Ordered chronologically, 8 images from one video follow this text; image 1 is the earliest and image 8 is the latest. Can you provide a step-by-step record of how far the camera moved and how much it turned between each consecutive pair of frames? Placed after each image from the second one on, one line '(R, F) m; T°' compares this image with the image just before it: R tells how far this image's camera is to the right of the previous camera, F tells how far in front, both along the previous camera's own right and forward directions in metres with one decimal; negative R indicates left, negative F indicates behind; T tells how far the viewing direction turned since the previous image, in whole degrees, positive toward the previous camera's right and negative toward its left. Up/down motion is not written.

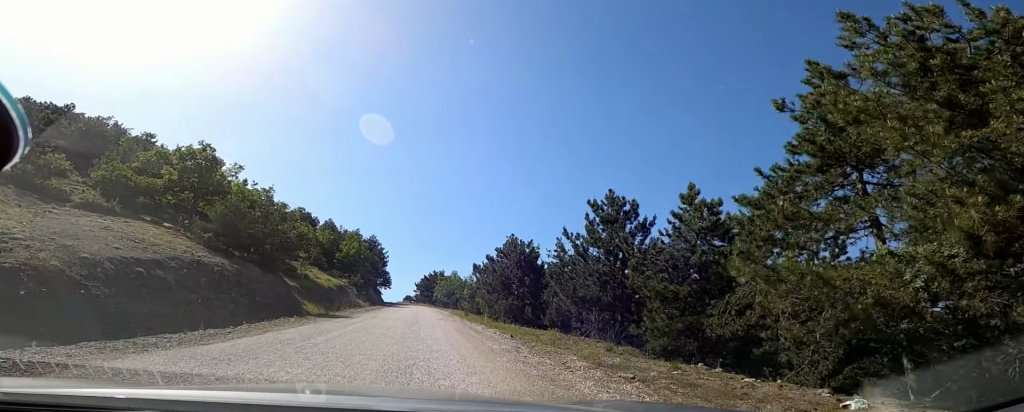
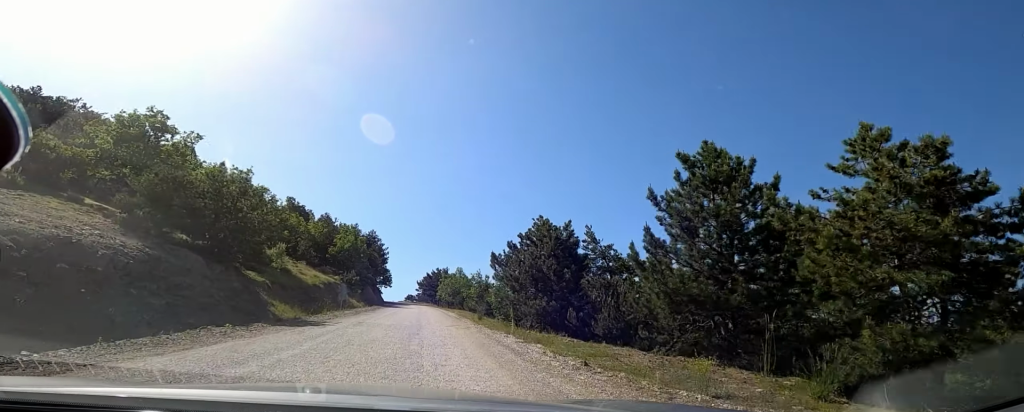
(-1.1, +8.9) m; -2°
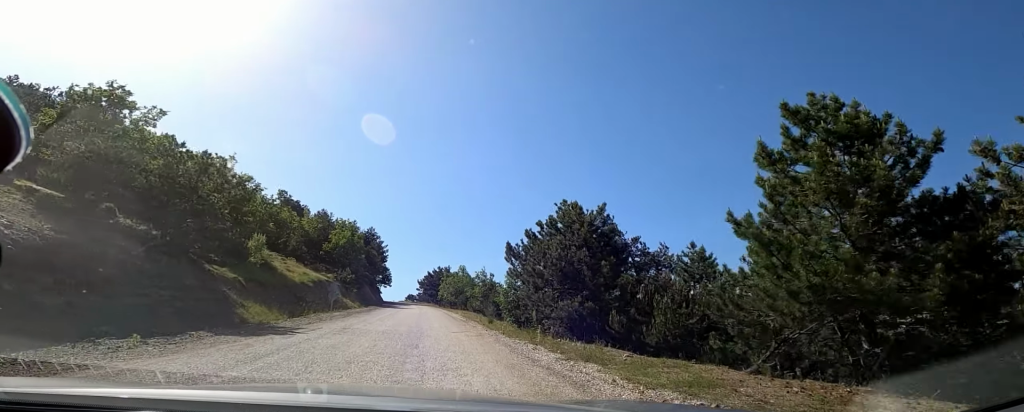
(+0.4, +4.8) m; +2°
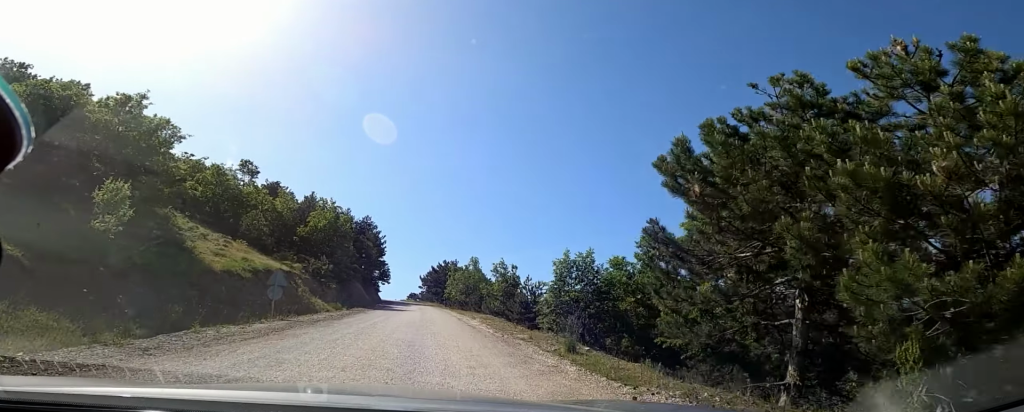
(+0.8, +14.6) m; +4°
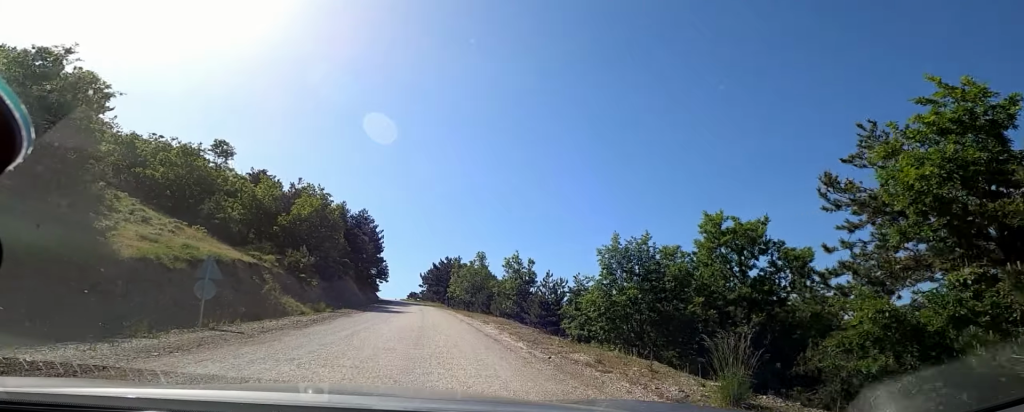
(0.0, +6.6) m; +1°
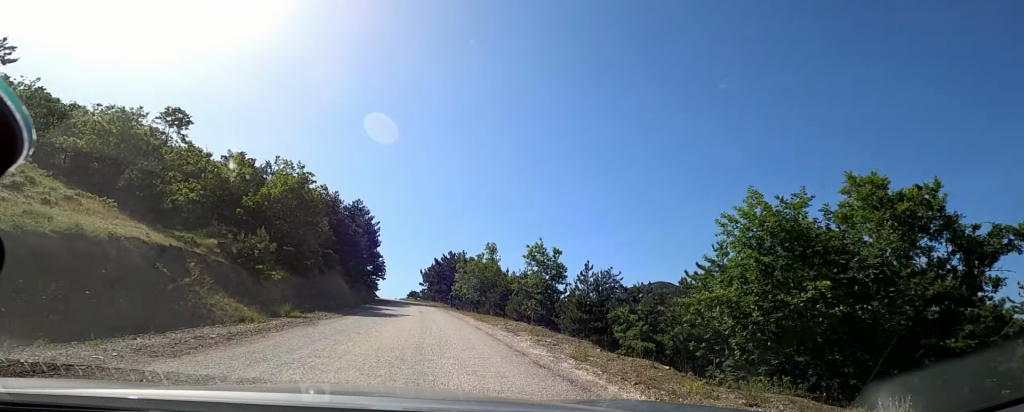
(-0.1, +8.1) m; +2°
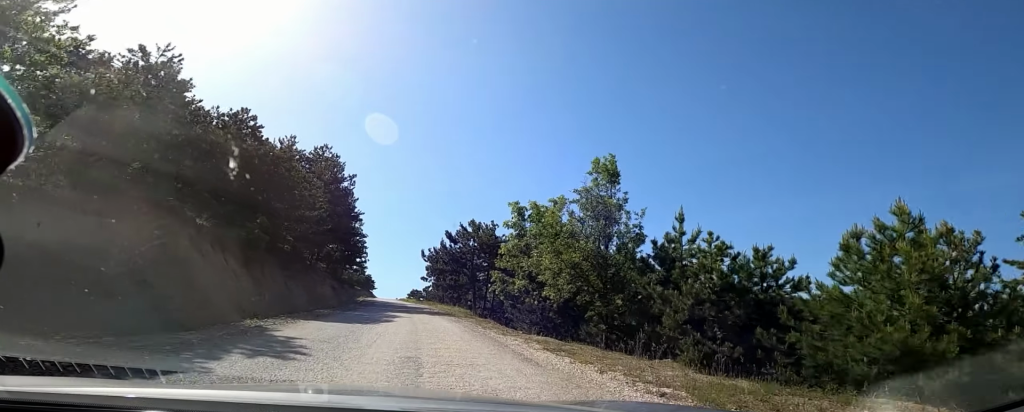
(+6.6, +25.9) m; +22°
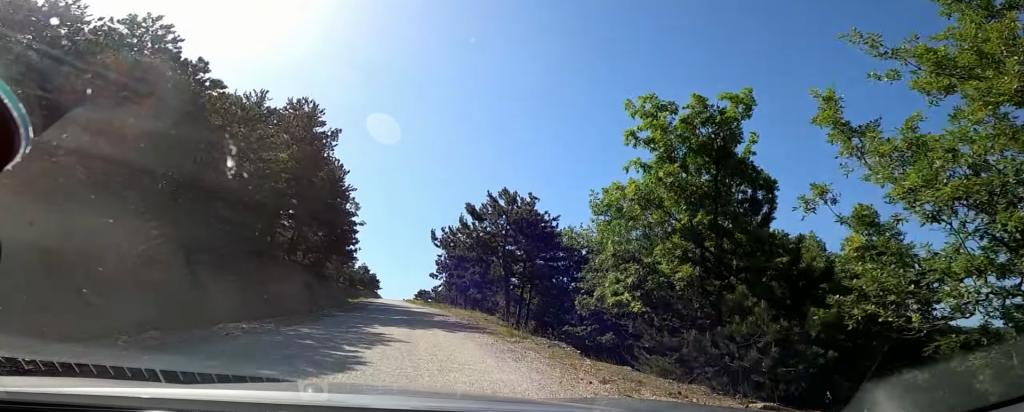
(-0.1, +11.6) m; +4°
